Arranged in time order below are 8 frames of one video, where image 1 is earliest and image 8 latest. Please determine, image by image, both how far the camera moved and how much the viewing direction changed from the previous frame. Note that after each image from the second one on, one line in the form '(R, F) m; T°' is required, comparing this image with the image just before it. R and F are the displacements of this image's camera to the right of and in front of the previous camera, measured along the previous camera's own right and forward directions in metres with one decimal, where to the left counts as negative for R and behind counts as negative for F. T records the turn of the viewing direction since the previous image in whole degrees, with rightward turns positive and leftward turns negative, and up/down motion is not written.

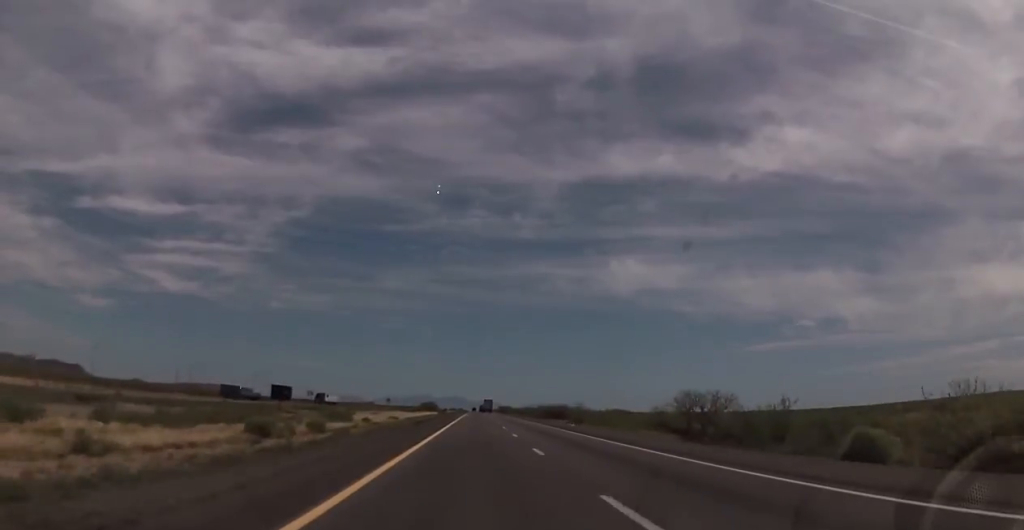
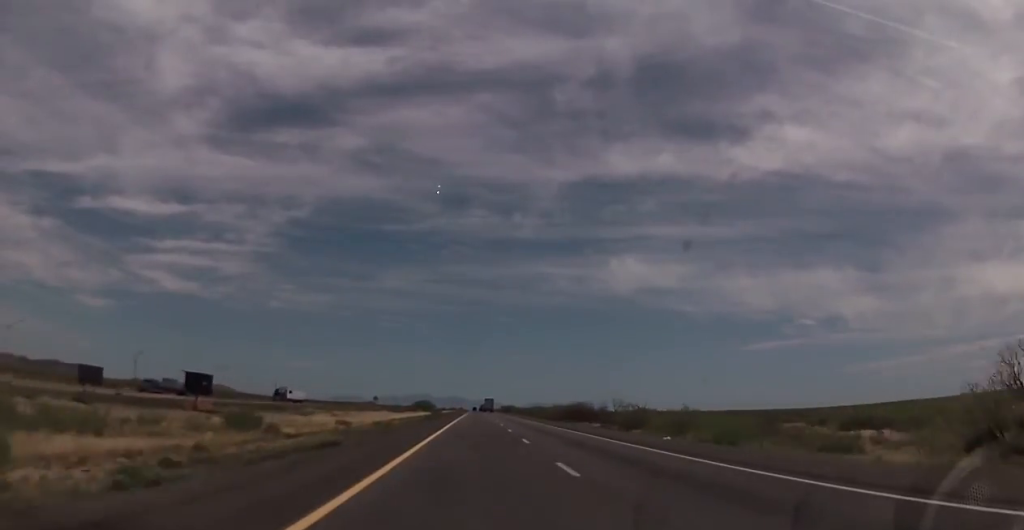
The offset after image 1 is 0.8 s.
(-0.4, +30.5) m; 0°
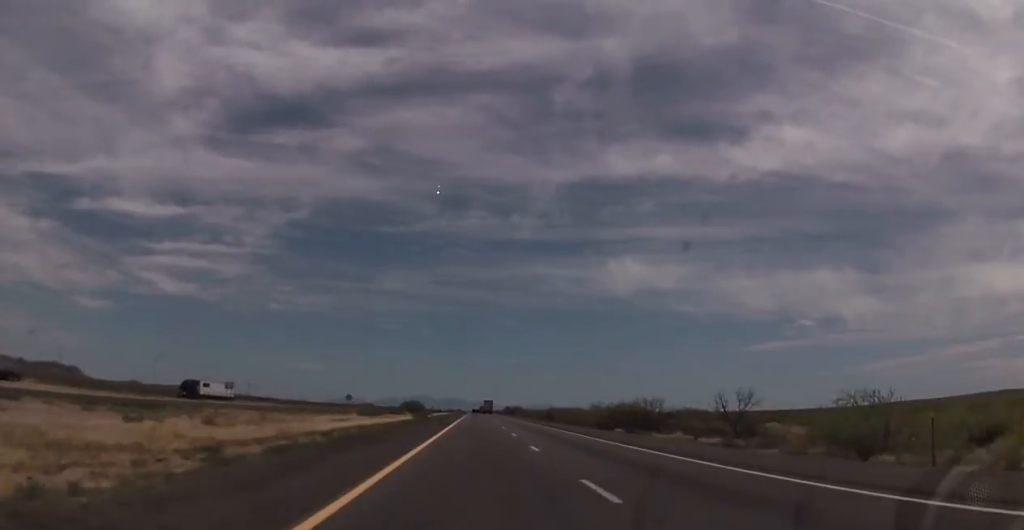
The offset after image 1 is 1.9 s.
(+0.5, +40.3) m; +1°
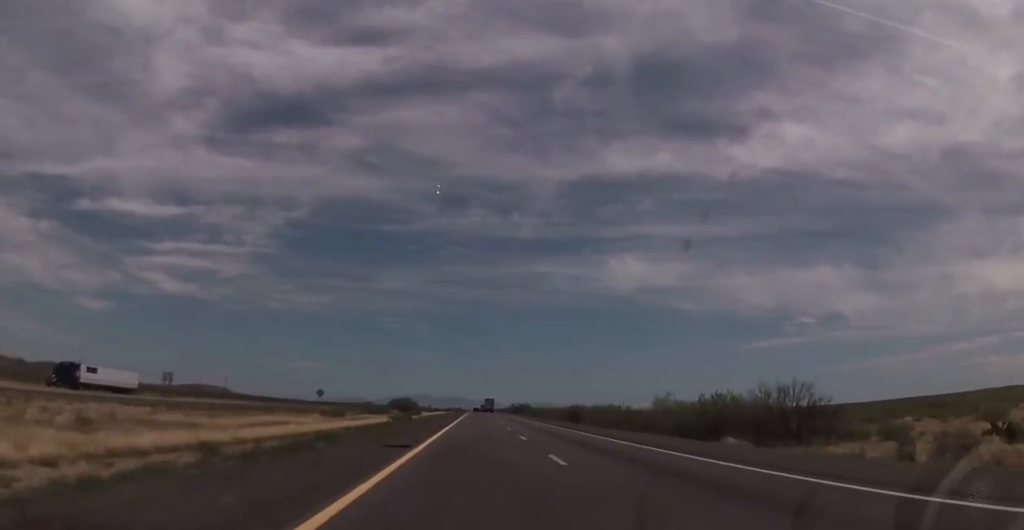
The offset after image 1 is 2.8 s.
(0.0, +30.5) m; -1°
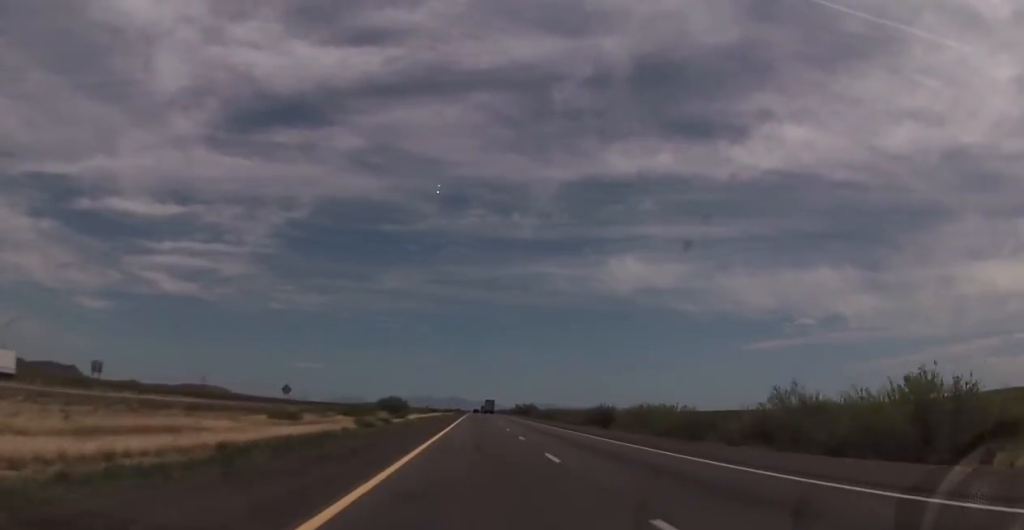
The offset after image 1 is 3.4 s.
(-0.2, +23.2) m; 0°
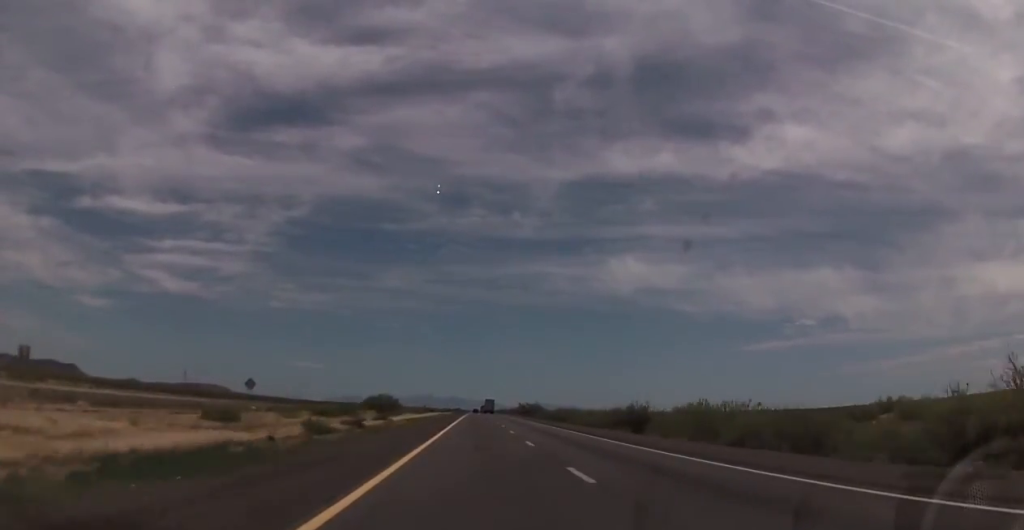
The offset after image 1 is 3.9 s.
(-0.2, +17.1) m; 0°
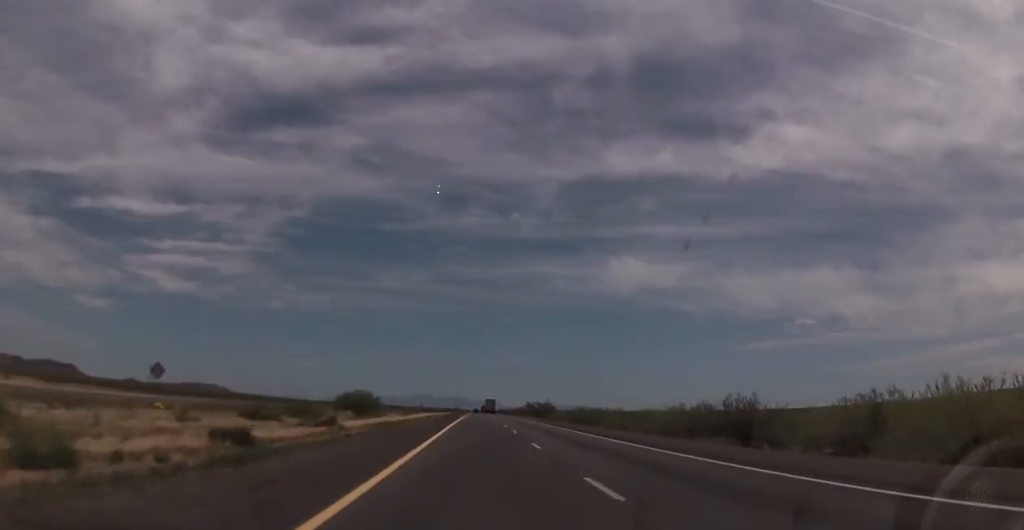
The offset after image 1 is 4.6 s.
(+0.2, +26.9) m; 0°
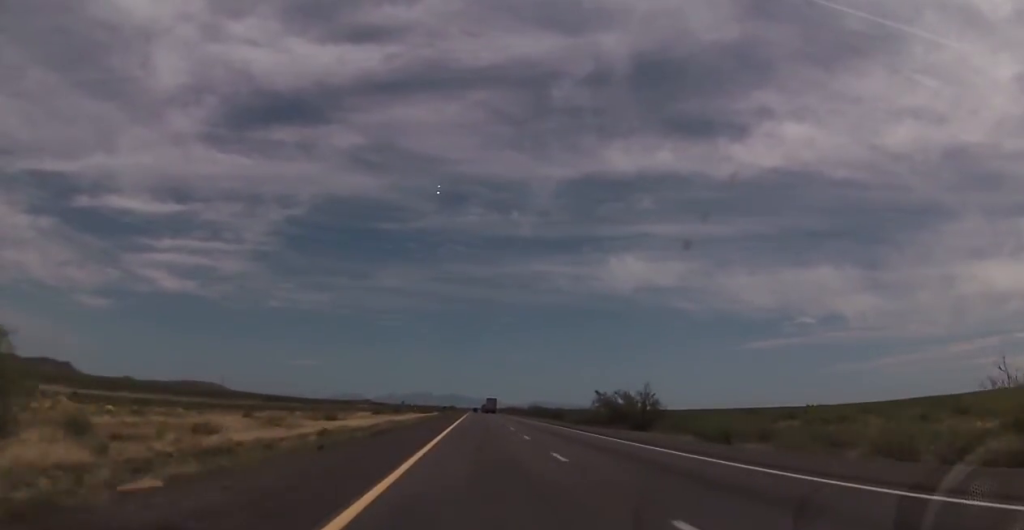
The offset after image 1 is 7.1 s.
(-0.7, +90.6) m; 0°
